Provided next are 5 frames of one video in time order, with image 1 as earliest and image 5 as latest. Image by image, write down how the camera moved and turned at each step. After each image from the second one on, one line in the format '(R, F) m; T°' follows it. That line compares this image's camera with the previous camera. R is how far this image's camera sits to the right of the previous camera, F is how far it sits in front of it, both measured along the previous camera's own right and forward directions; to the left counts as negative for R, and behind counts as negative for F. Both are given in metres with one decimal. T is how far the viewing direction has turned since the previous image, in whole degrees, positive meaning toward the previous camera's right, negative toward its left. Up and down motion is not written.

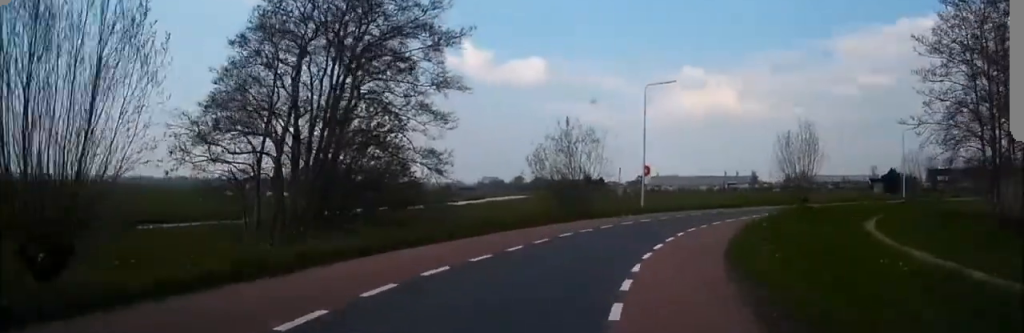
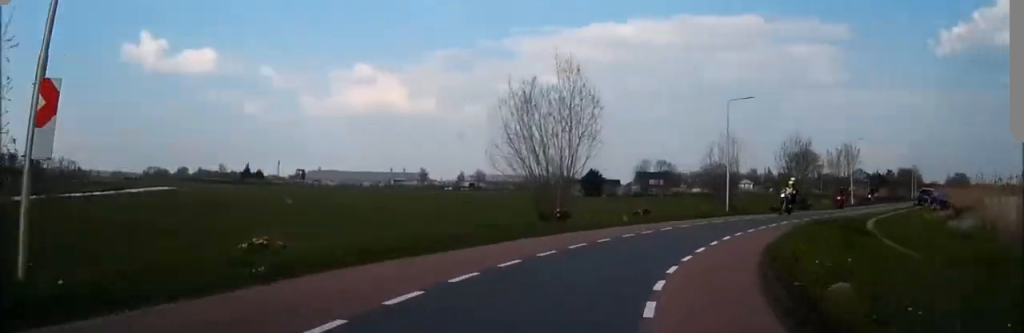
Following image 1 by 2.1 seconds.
(+5.2, +26.4) m; +23°
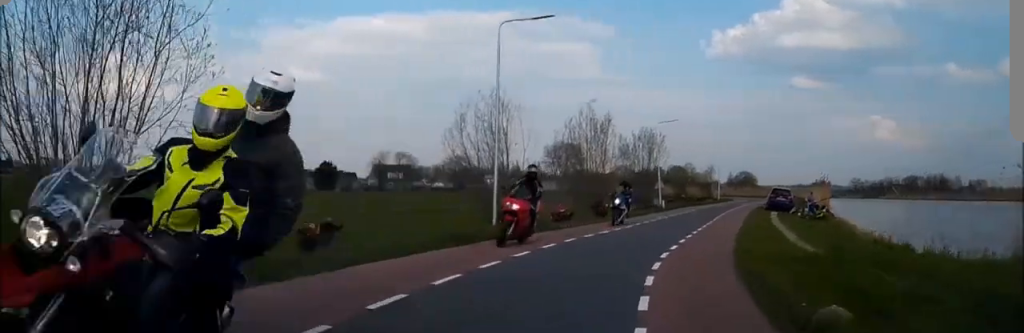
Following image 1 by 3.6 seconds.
(+3.1, +16.9) m; +19°
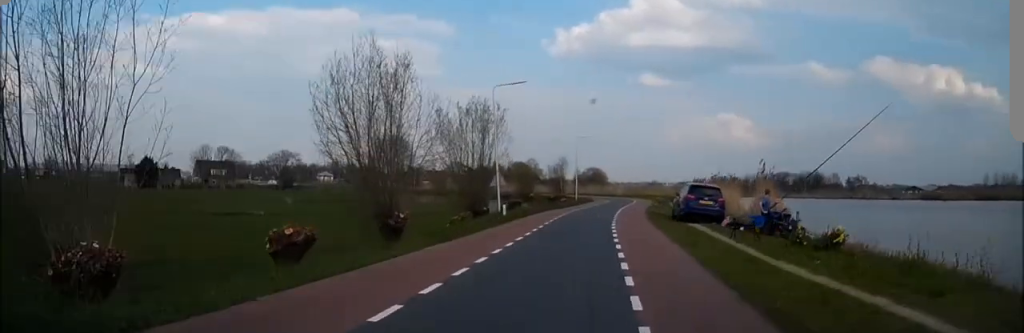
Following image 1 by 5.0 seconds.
(+2.5, +17.1) m; +15°
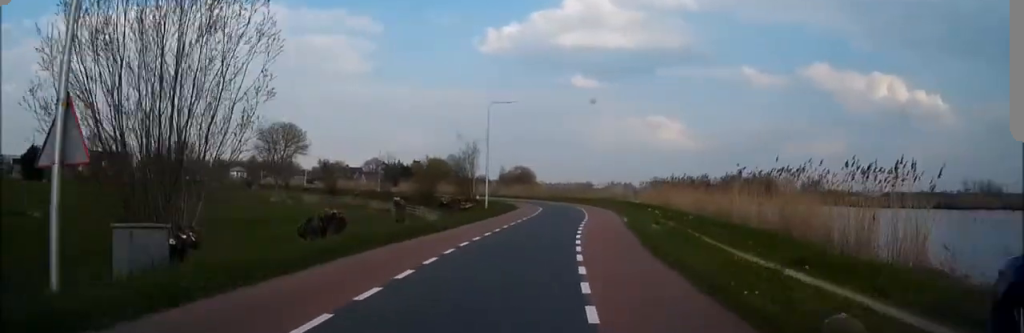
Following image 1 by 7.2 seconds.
(+2.3, +25.6) m; +8°
